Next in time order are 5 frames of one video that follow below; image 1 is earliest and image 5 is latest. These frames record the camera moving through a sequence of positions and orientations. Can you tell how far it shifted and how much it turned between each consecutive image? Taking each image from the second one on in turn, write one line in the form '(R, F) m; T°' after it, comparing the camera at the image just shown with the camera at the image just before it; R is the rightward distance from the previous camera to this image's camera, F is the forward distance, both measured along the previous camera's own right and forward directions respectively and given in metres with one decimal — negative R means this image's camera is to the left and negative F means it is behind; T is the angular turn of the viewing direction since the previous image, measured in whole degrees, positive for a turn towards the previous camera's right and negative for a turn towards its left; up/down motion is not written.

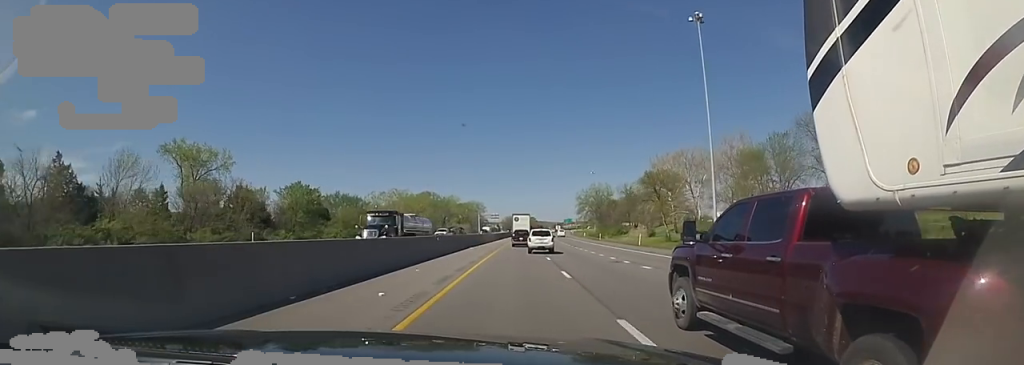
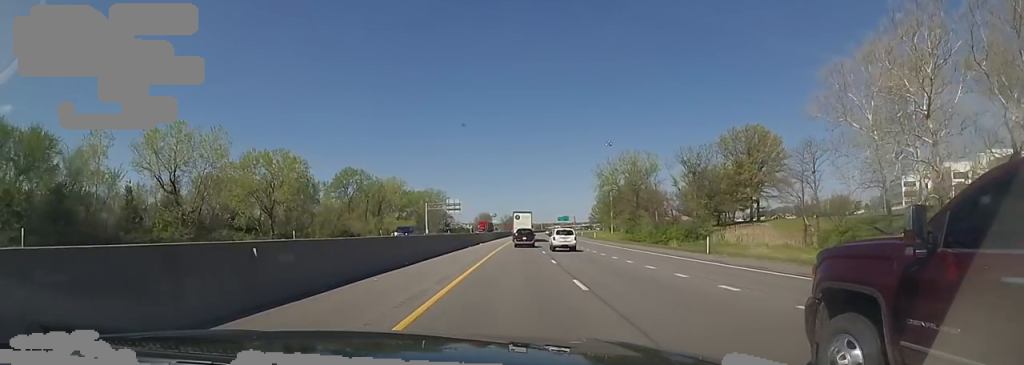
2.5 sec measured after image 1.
(+3.0, +81.8) m; +5°
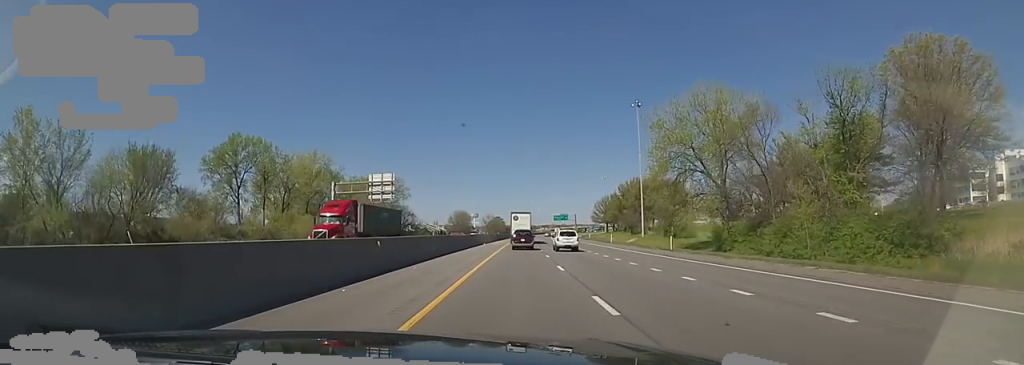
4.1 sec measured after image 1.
(0.0, +52.8) m; +1°
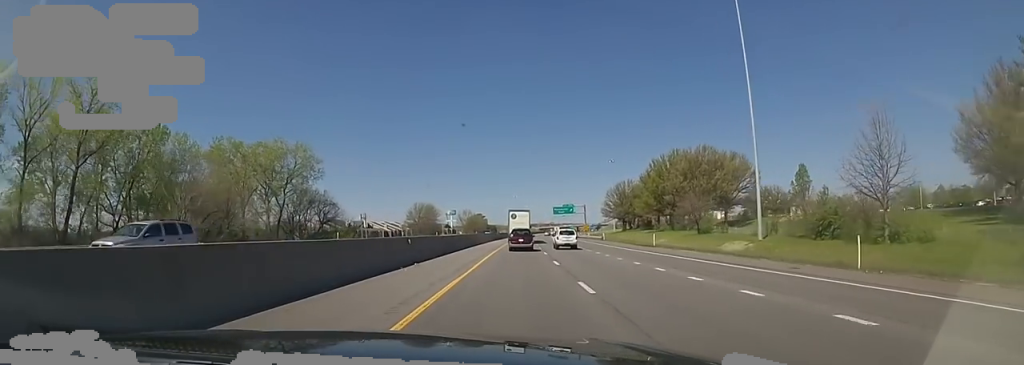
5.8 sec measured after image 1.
(+1.9, +56.2) m; +2°
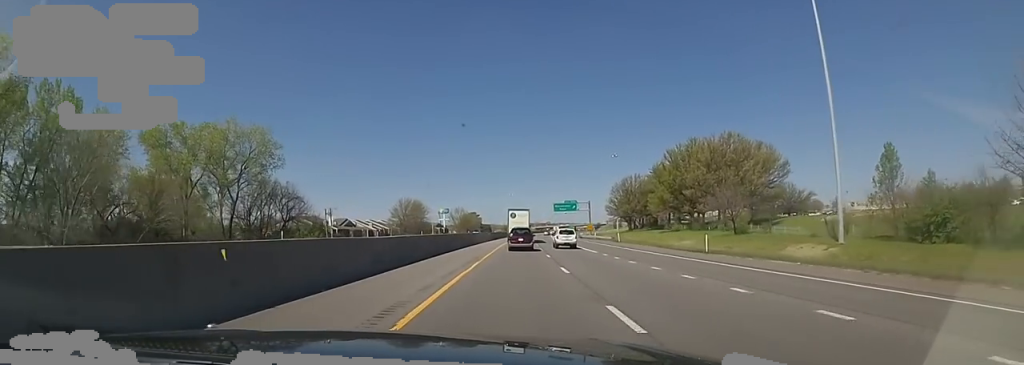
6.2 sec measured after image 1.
(+0.6, +14.3) m; 0°
